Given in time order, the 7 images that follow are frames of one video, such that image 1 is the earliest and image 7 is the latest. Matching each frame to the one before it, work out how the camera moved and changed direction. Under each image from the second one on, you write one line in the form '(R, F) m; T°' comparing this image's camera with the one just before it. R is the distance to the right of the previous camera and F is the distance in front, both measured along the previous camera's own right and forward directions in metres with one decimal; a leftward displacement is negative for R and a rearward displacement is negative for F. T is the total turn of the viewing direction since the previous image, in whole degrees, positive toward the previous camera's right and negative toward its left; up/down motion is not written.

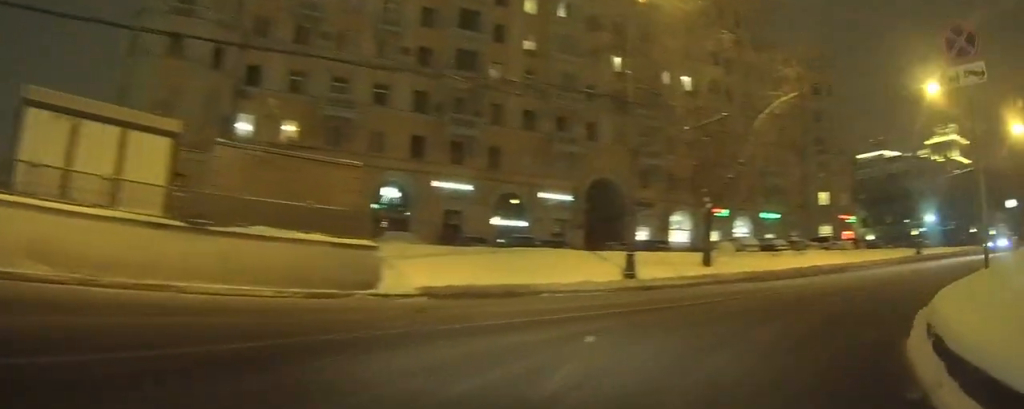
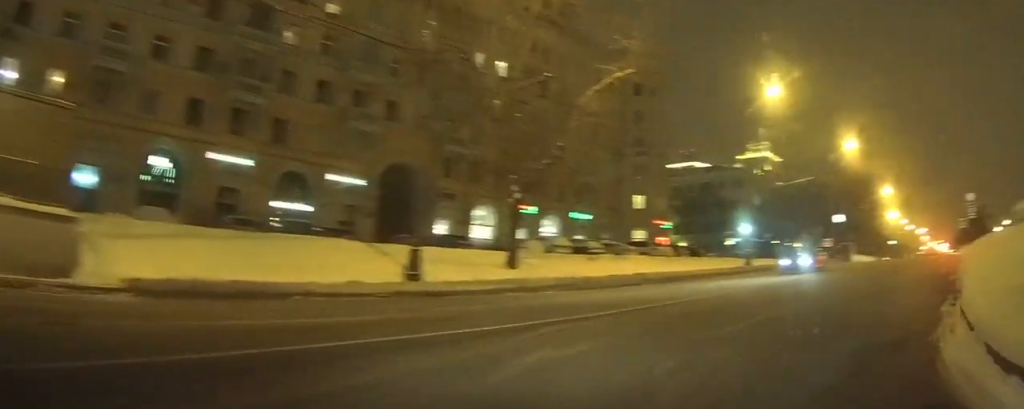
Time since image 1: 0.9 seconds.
(+1.2, +6.8) m; +13°
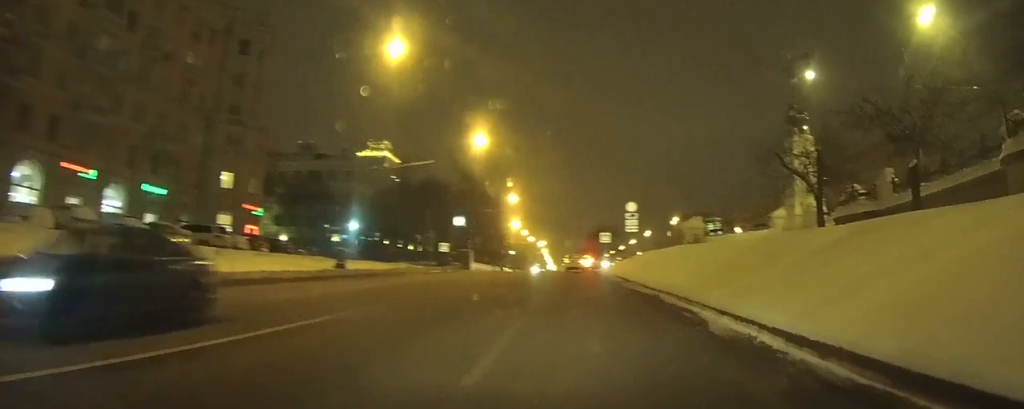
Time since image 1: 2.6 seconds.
(+2.6, +12.9) m; +24°
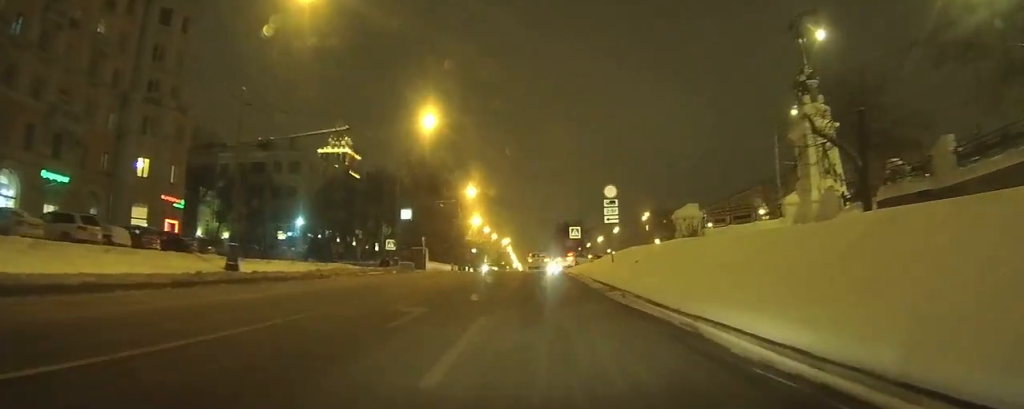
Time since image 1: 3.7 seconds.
(+1.3, +8.9) m; +8°
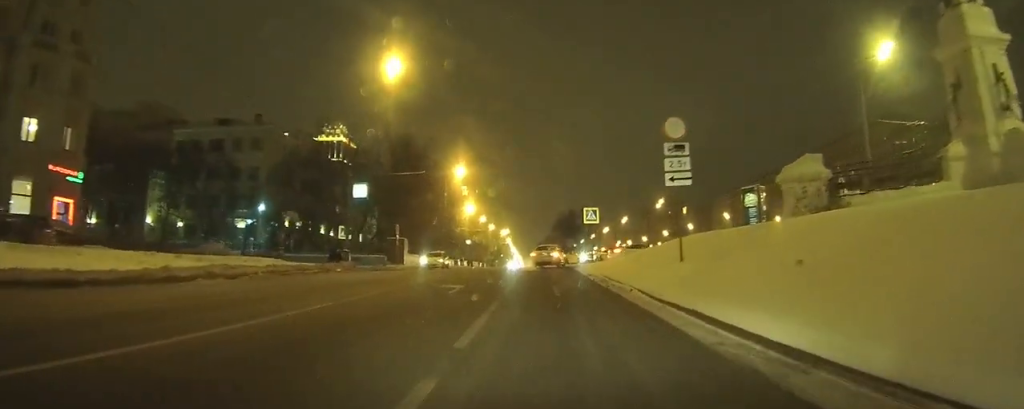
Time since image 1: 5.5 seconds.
(-0.8, +15.8) m; -7°
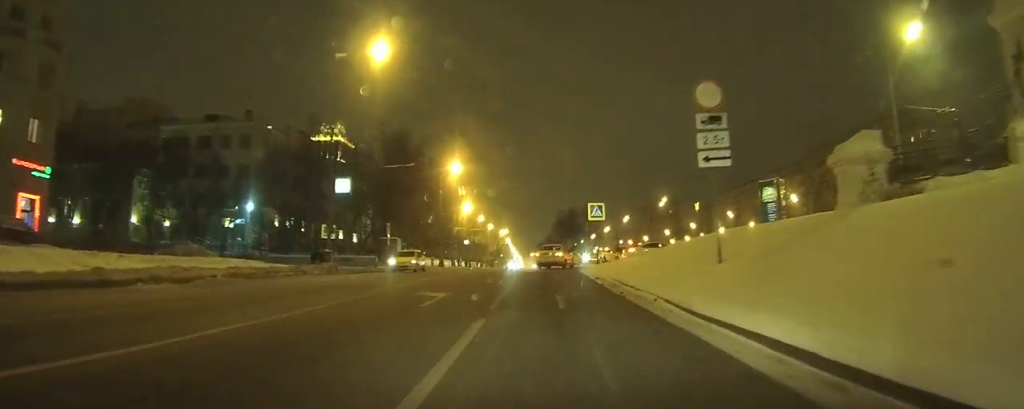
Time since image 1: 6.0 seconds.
(-0.3, +4.0) m; 0°
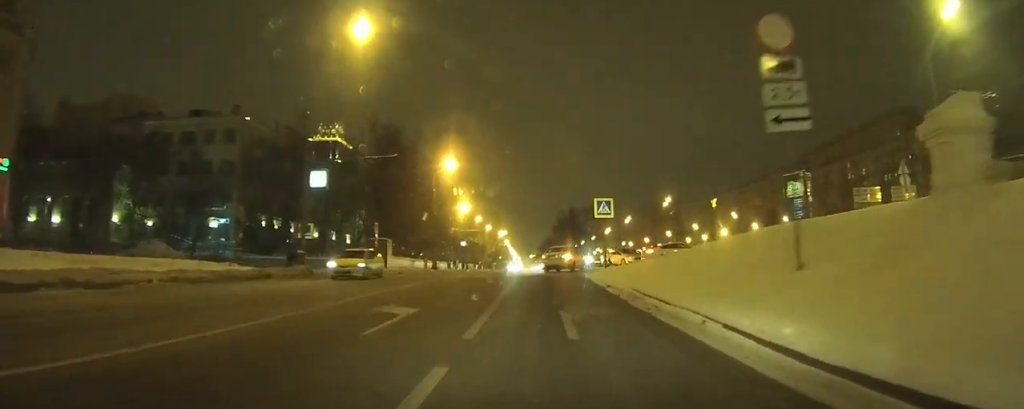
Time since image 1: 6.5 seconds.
(0.0, +4.6) m; +2°
